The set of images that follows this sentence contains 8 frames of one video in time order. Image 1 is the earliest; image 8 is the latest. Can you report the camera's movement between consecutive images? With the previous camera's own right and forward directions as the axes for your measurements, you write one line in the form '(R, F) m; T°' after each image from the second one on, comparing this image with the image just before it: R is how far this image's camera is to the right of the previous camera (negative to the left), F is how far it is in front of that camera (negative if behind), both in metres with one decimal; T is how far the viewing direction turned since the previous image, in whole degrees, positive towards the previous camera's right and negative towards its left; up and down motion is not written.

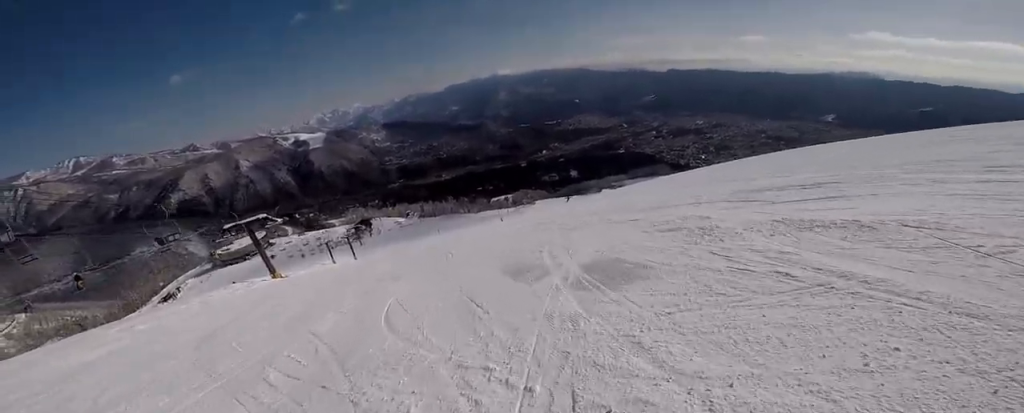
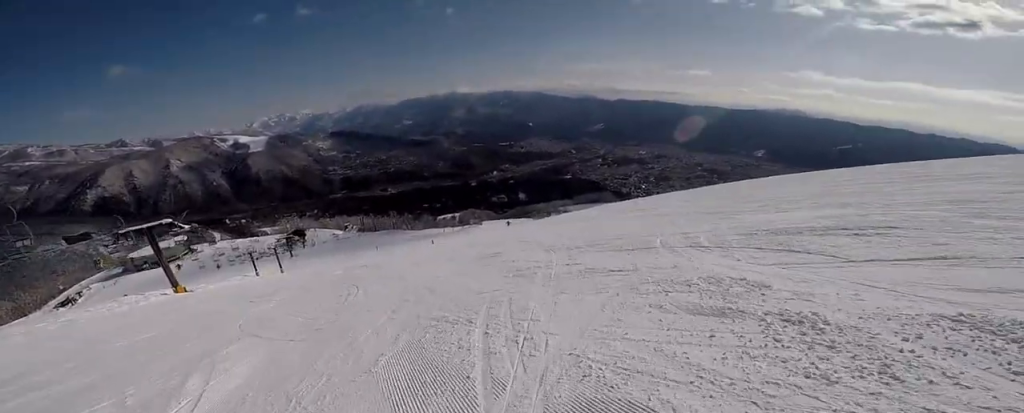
(-0.1, +3.2) m; +9°
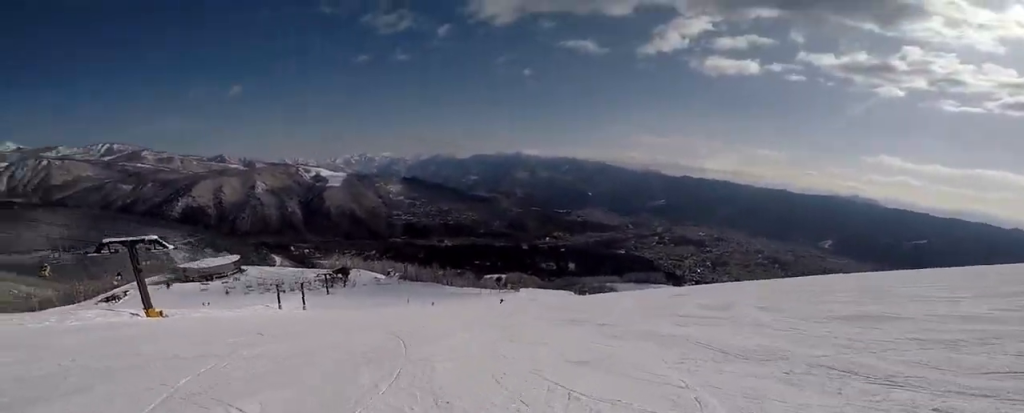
(+2.6, +9.7) m; +15°
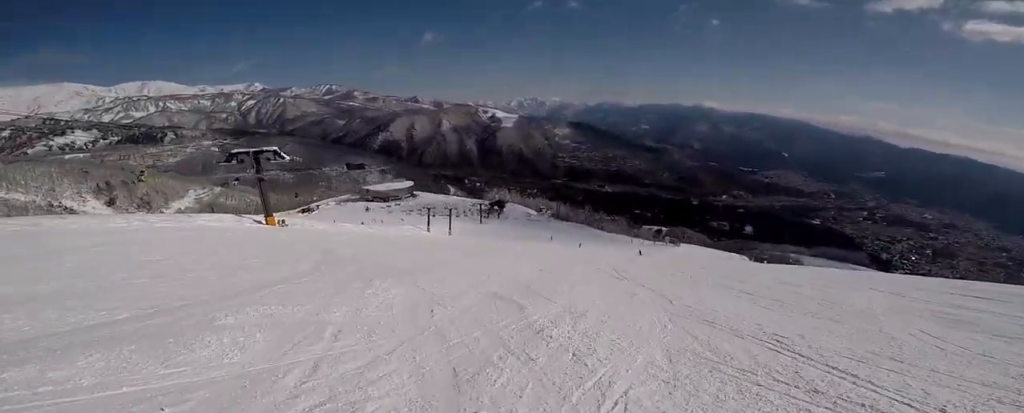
(-1.9, +9.3) m; -41°
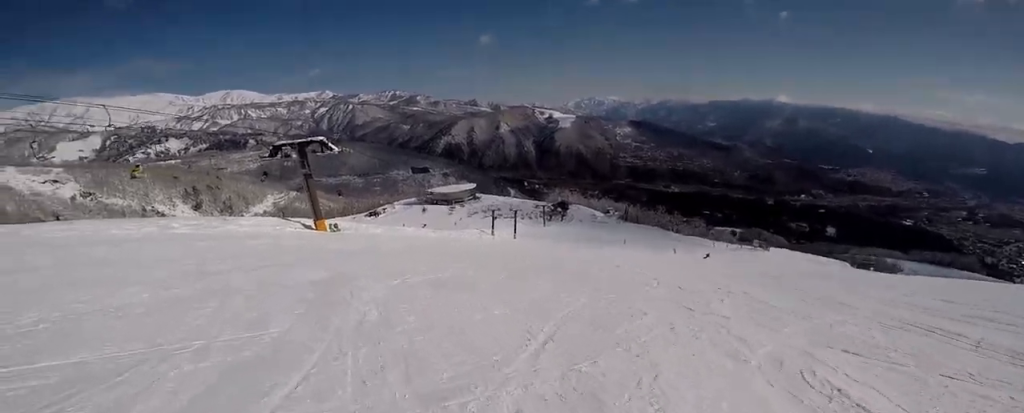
(-3.4, +7.6) m; -34°
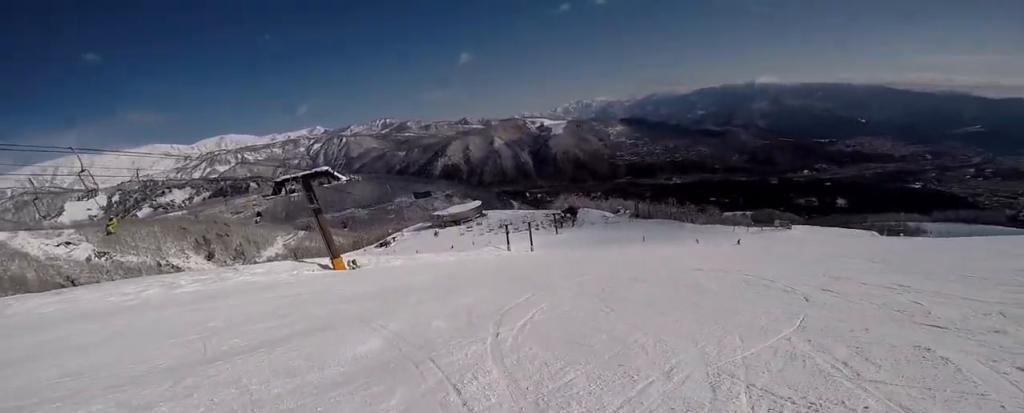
(-0.5, +4.3) m; -7°
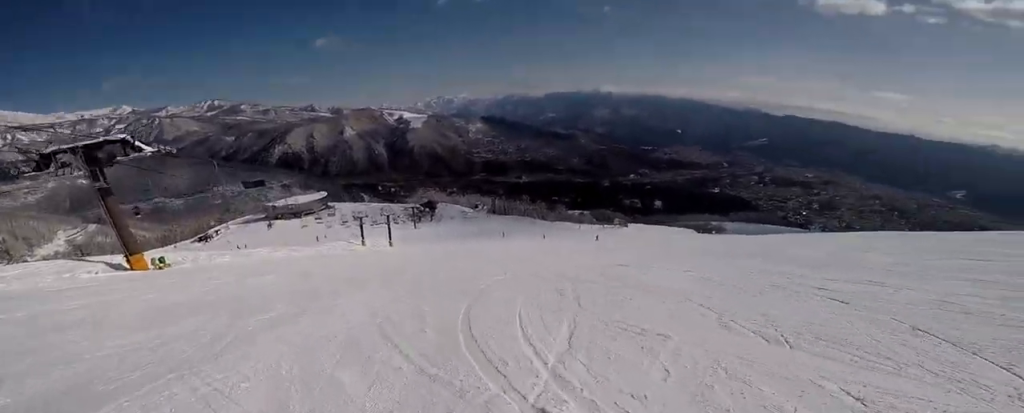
(-0.1, +4.8) m; +21°
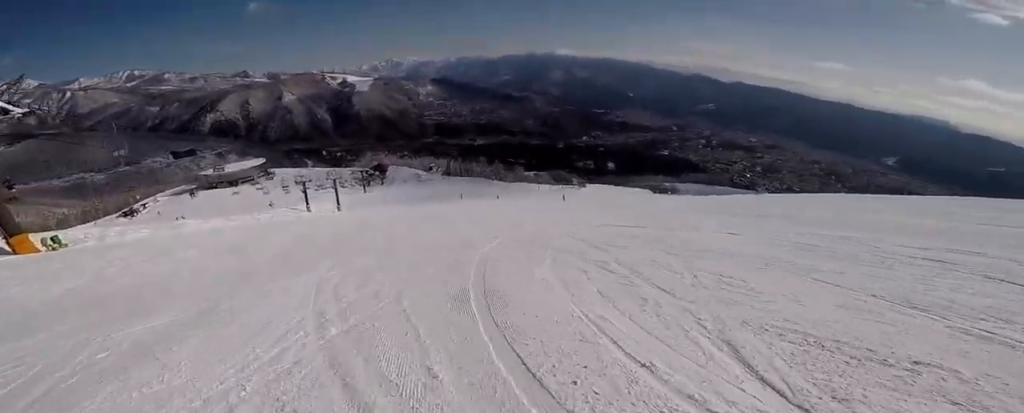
(+0.3, +3.0) m; +16°
